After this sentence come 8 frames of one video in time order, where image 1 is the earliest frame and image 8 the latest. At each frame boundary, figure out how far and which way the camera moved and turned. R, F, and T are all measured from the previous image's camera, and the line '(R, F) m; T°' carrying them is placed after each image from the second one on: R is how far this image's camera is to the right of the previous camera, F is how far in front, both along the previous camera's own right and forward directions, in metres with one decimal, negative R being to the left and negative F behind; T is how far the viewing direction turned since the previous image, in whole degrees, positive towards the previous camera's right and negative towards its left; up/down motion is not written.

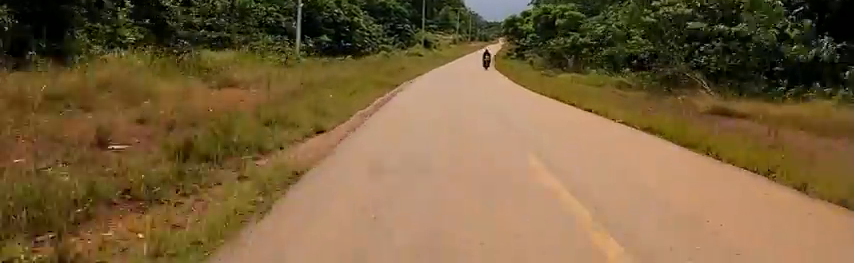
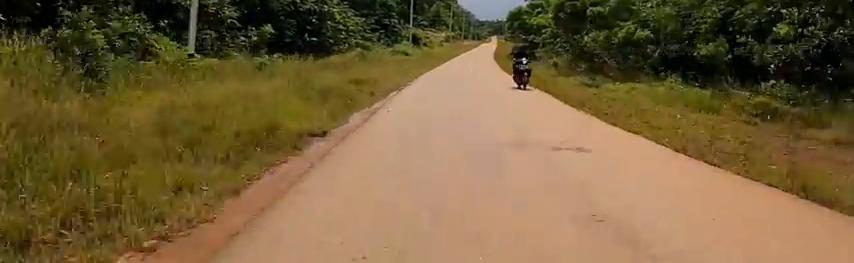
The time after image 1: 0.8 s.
(-0.1, +11.2) m; +1°
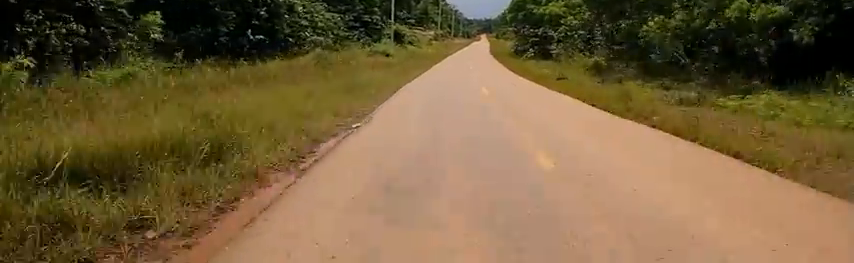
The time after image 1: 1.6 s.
(+0.1, +9.8) m; +3°
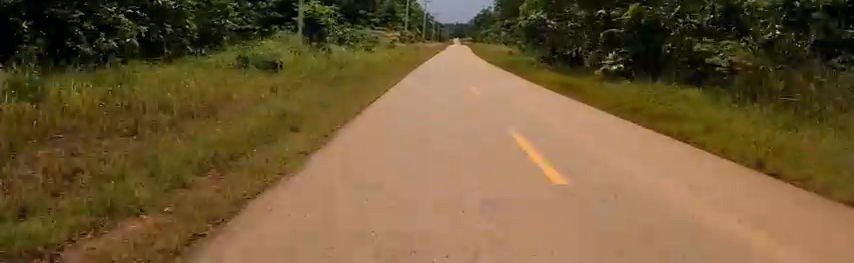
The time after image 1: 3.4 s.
(+1.3, +24.6) m; +2°
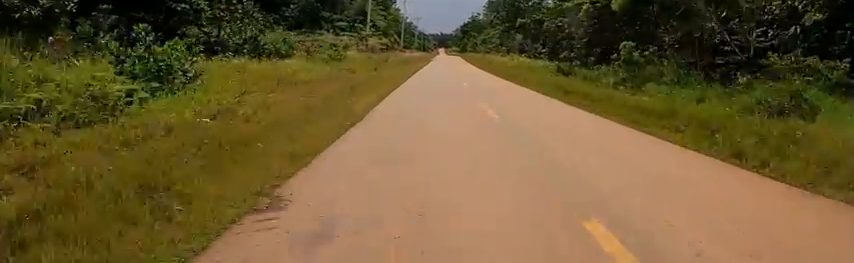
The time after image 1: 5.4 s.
(-0.3, +27.4) m; -1°
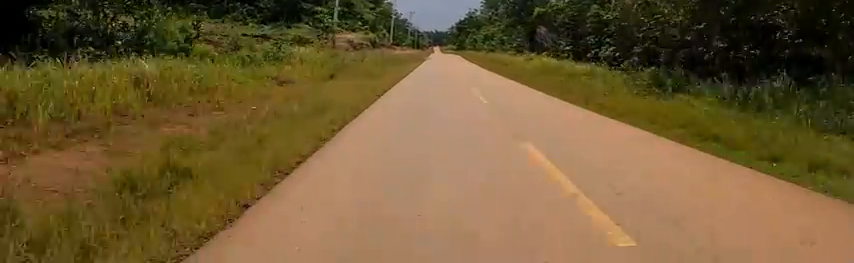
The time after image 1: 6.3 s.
(-0.1, +13.7) m; +1°
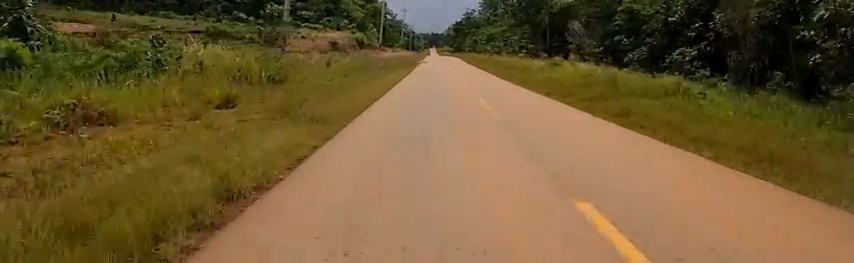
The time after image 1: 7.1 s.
(+0.2, +10.5) m; +1°
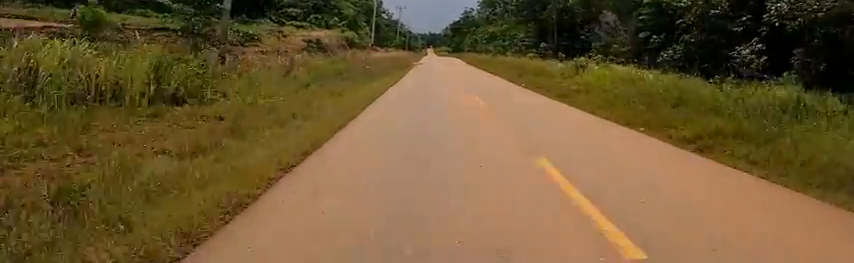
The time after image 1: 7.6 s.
(0.0, +6.4) m; 0°
